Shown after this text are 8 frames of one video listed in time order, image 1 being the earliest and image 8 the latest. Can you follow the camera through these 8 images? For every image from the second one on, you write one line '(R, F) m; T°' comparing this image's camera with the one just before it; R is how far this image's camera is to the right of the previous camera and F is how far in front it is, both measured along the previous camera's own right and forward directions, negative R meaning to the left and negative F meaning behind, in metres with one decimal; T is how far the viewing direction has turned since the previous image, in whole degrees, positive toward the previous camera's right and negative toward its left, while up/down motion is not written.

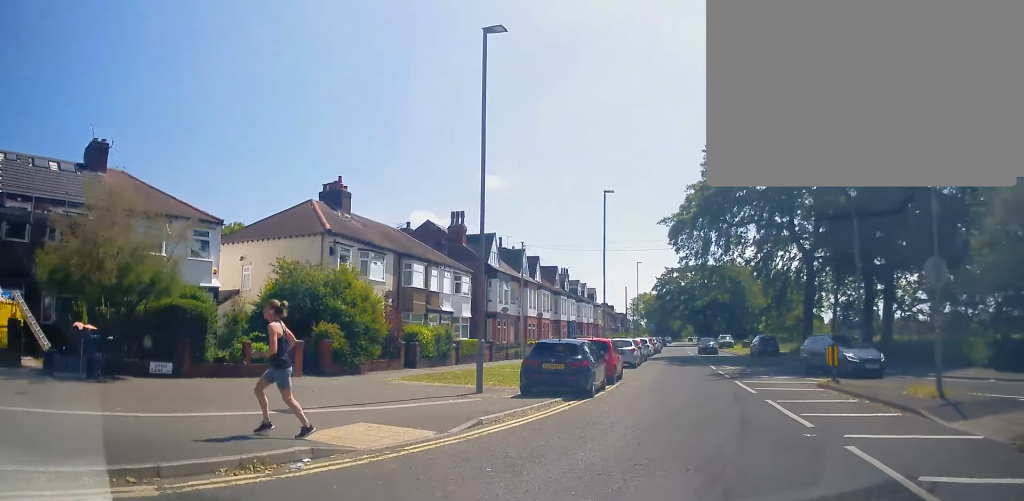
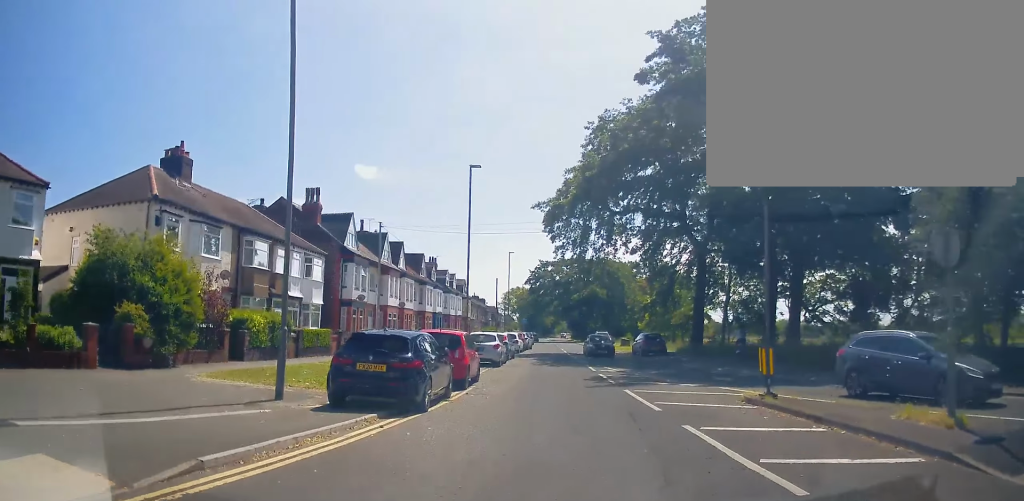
(0.0, +4.0) m; +10°
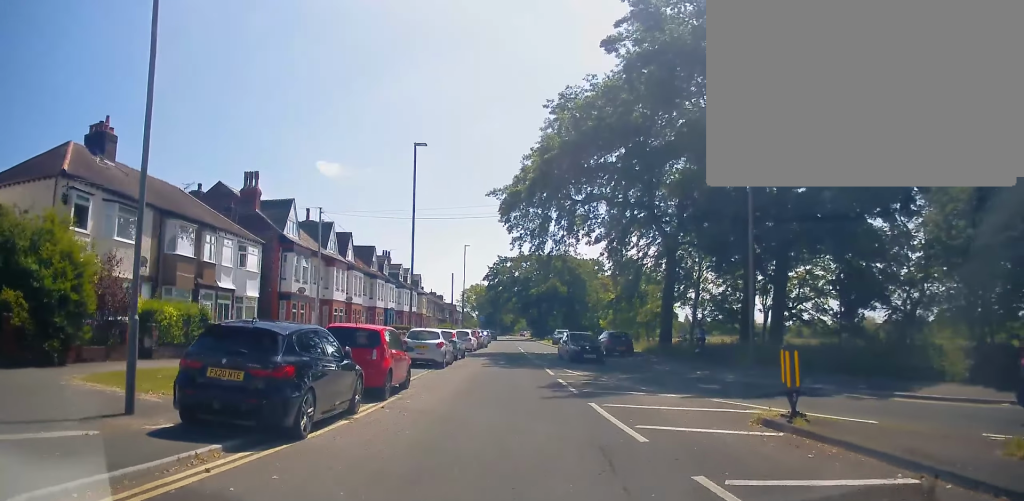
(+0.5, +3.3) m; +7°
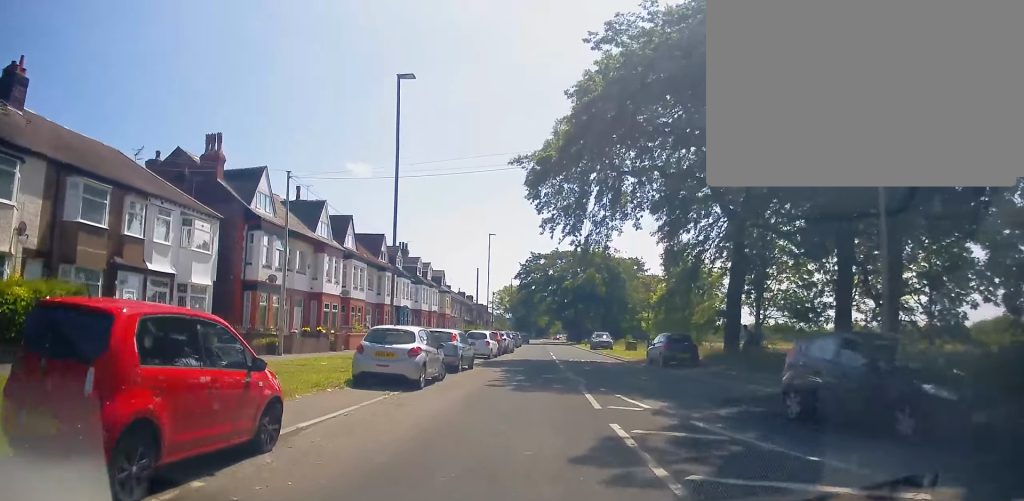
(+0.2, +8.1) m; -1°
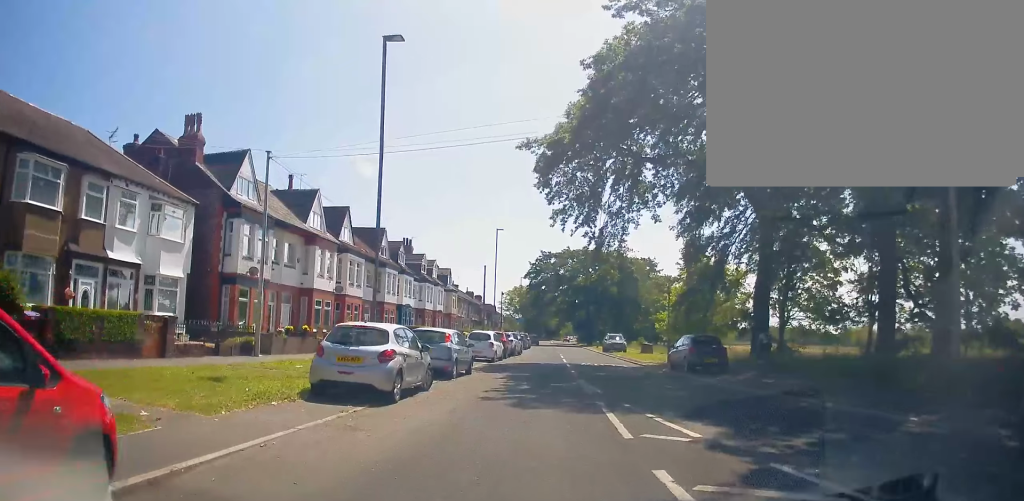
(-0.1, +2.9) m; -1°
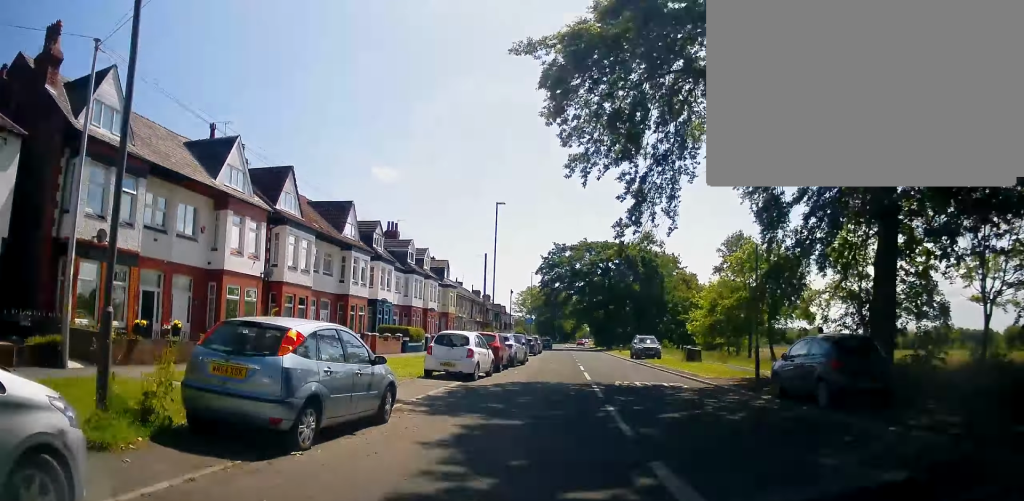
(-0.1, +11.1) m; -2°
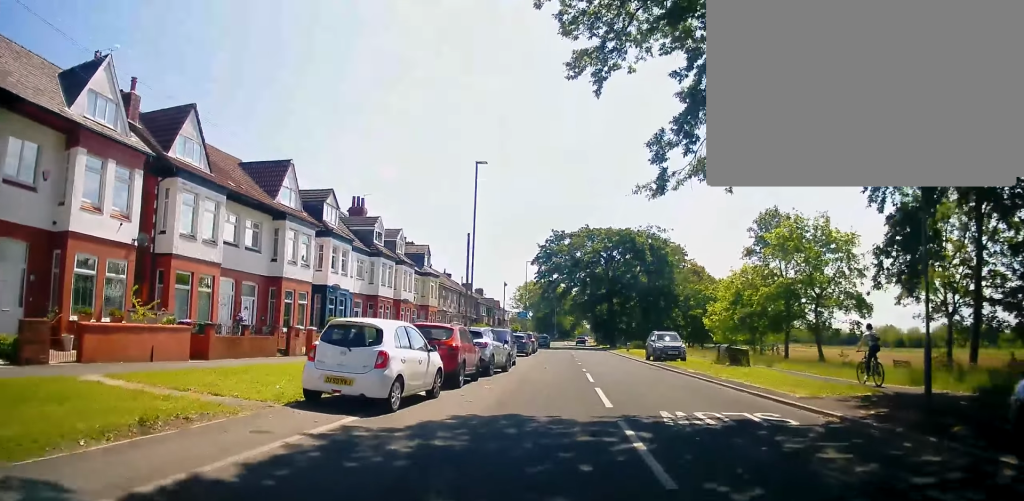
(-0.2, +9.0) m; -1°
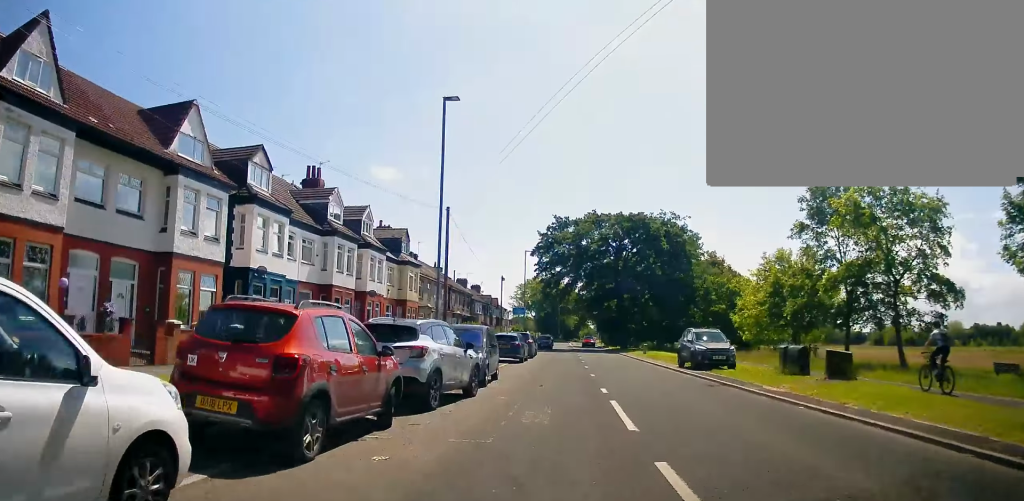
(0.0, +9.0) m; 0°
